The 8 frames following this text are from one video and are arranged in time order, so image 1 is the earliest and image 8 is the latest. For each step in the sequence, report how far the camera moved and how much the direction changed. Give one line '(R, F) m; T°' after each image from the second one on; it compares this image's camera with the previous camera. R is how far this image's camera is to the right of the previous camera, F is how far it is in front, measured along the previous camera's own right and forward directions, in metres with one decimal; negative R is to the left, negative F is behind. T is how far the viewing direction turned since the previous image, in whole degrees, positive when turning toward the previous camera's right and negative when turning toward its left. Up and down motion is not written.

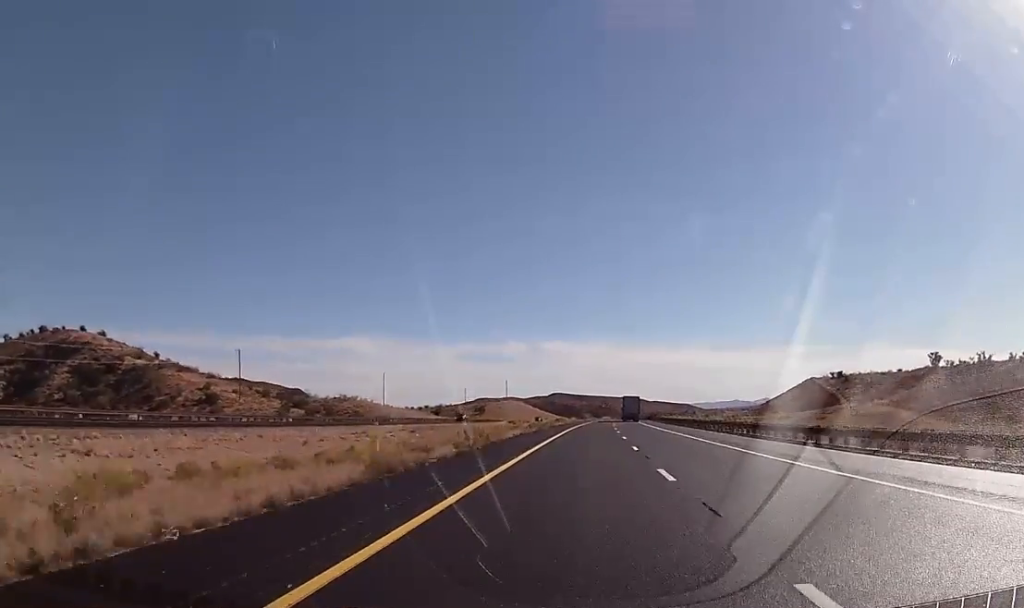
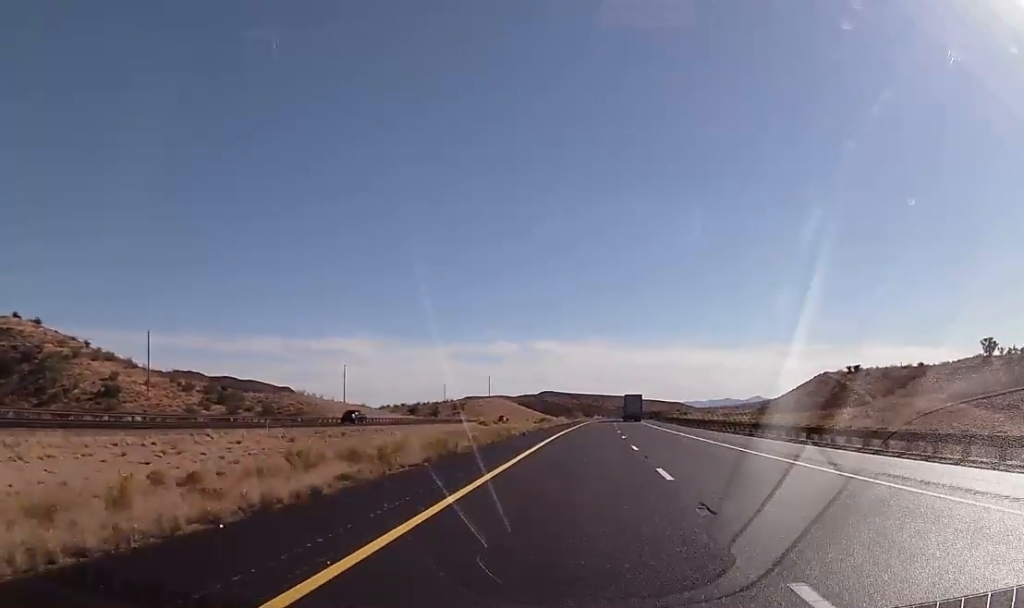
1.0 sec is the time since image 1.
(+0.1, +36.8) m; +1°
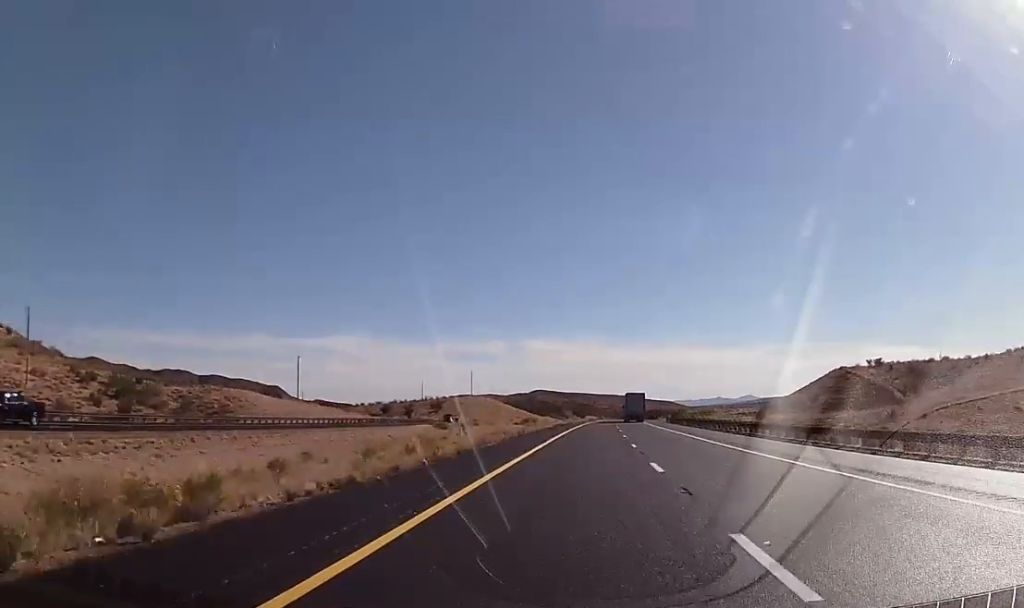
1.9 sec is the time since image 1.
(+0.3, +34.3) m; +1°
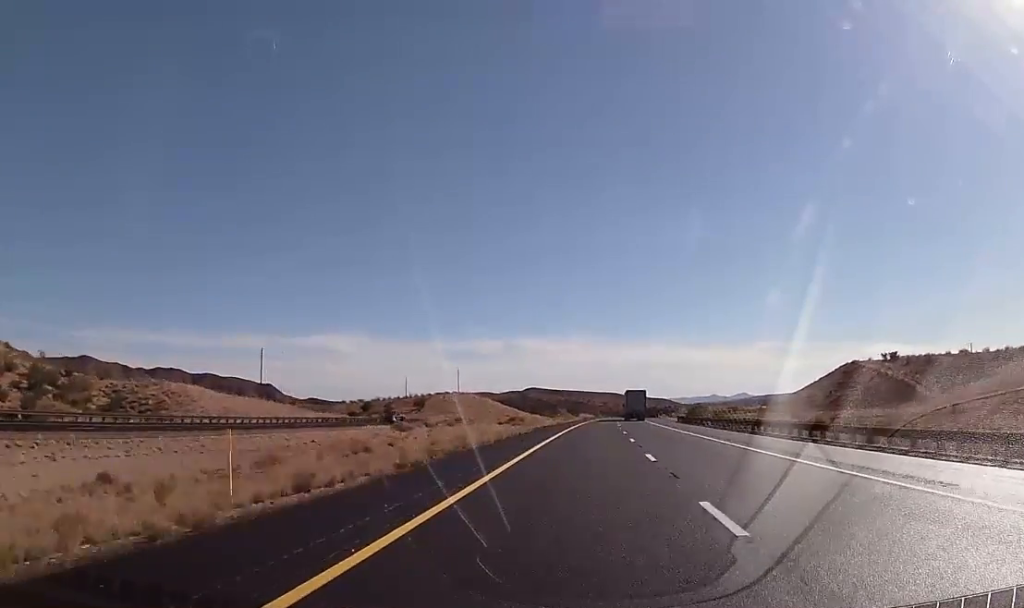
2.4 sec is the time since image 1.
(+0.1, +21.6) m; 0°
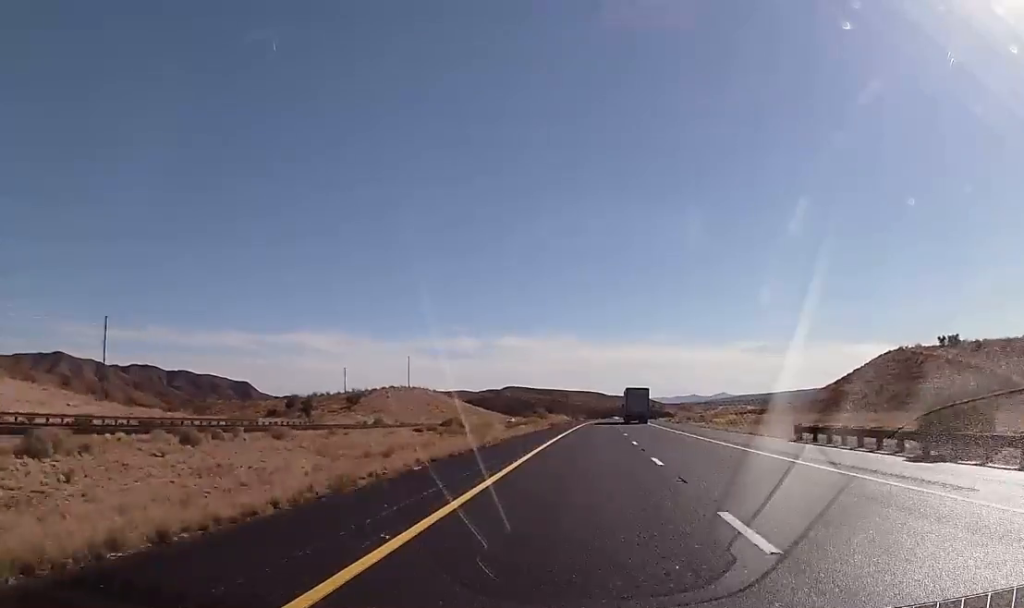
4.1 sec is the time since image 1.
(-0.1, +62.1) m; +1°
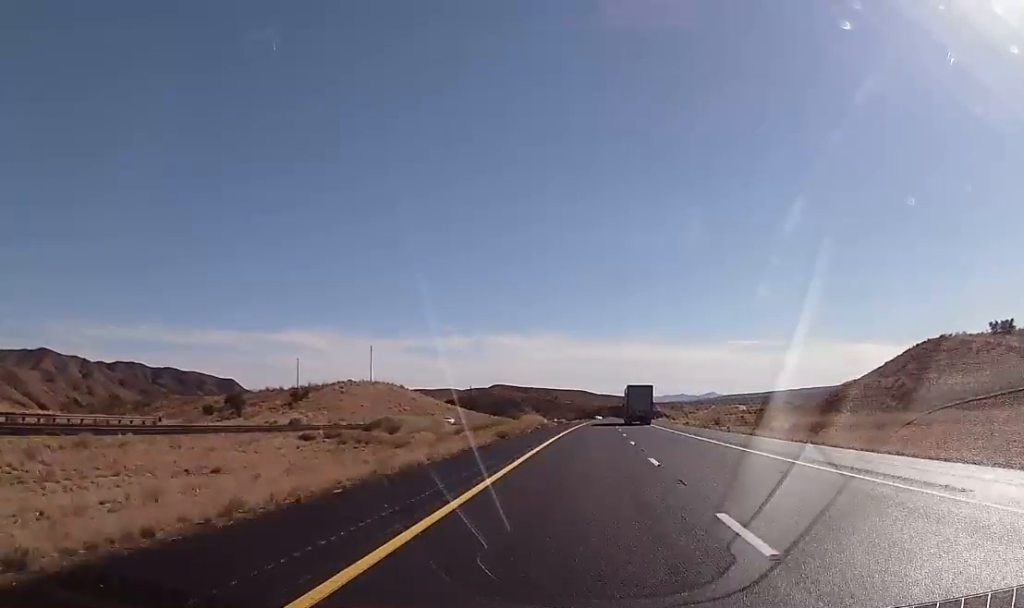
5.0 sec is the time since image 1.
(+0.8, +36.6) m; +1°
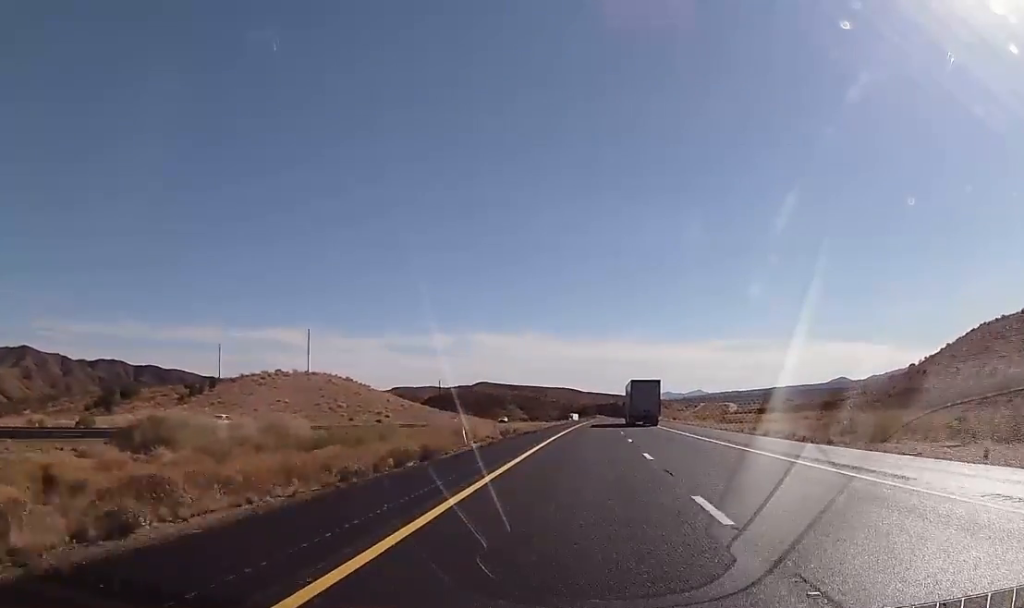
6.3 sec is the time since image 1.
(+0.2, +46.6) m; +1°
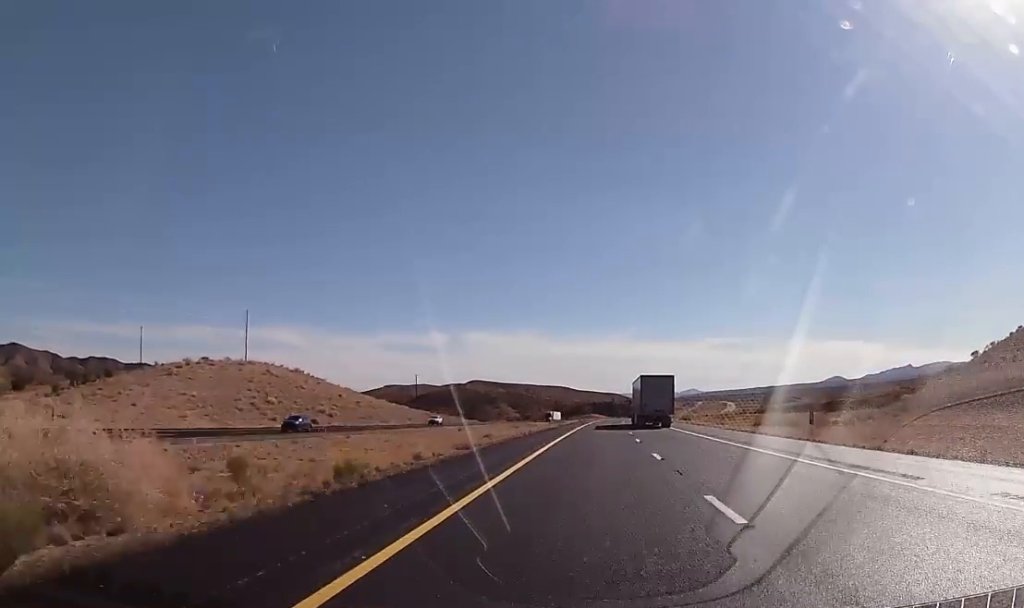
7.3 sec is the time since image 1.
(+0.4, +38.0) m; +1°
